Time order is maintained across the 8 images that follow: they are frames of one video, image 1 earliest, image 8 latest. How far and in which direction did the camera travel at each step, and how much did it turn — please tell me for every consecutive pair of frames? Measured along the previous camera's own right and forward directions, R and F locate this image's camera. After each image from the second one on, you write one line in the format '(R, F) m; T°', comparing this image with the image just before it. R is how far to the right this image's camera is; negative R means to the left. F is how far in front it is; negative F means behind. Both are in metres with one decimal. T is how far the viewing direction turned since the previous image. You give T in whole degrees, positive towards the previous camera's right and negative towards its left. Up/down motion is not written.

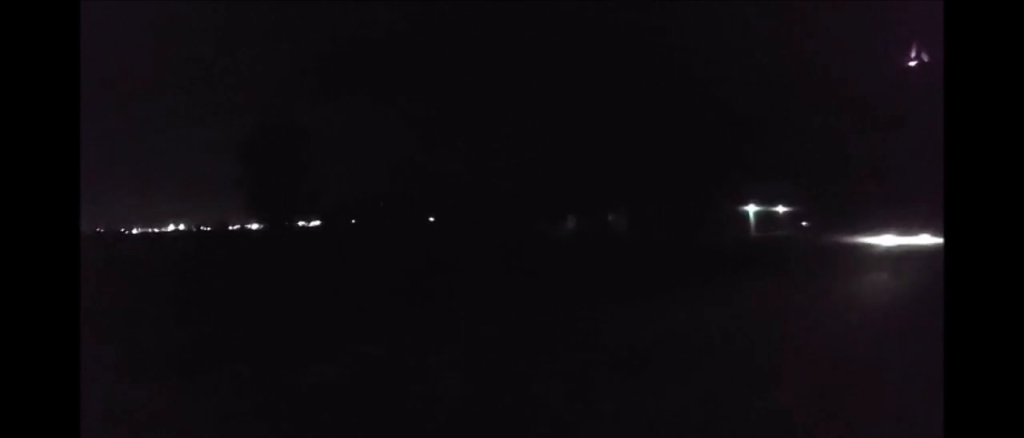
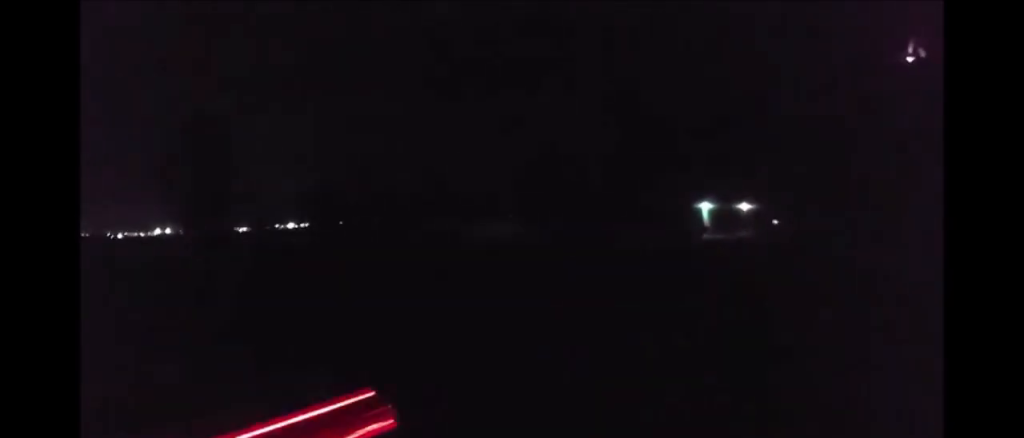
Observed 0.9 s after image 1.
(-0.1, +15.3) m; 0°
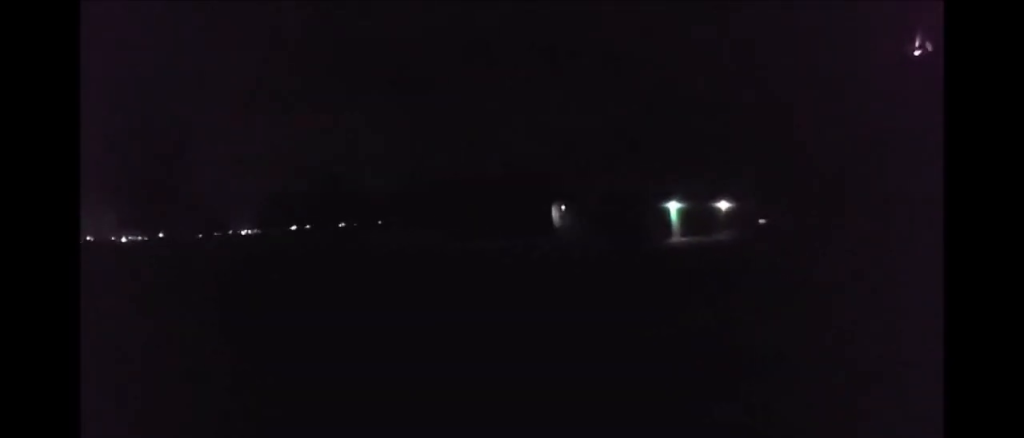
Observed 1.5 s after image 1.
(0.0, +10.7) m; +1°
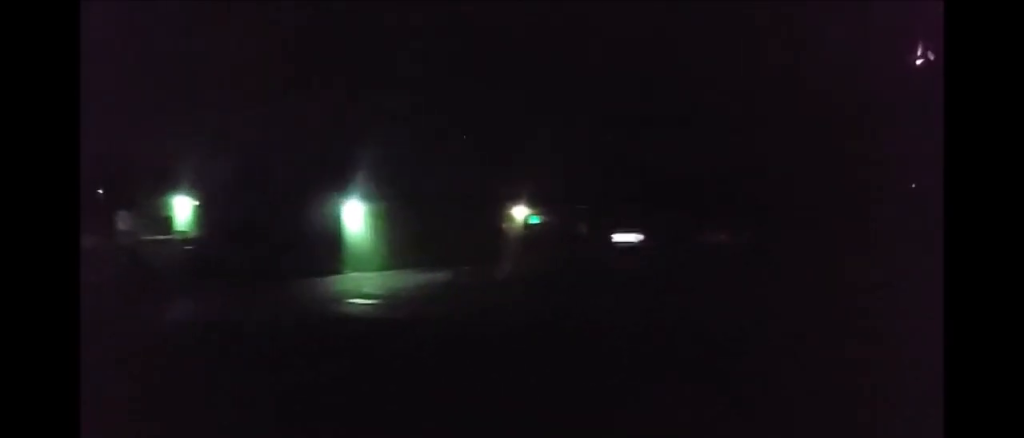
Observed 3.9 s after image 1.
(+0.4, +39.7) m; 0°
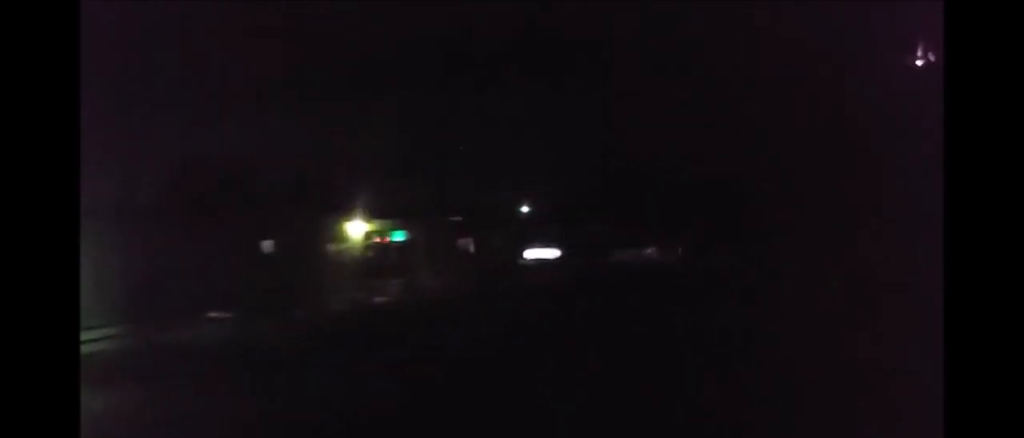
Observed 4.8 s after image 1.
(+0.3, +14.7) m; 0°
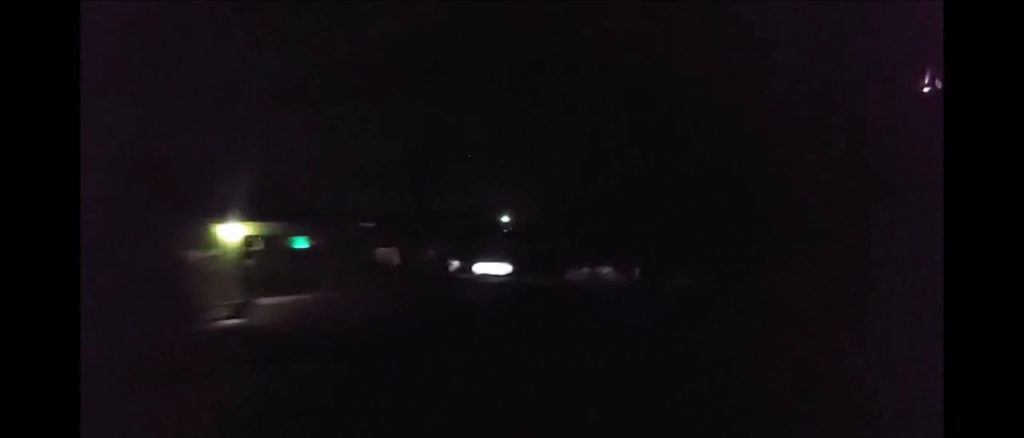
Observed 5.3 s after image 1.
(0.0, +7.1) m; 0°
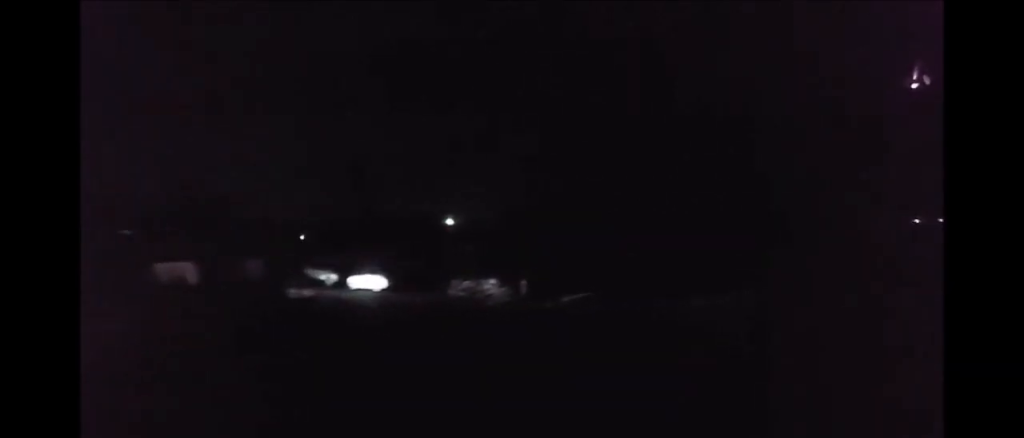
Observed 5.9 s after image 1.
(-0.3, +10.8) m; 0°
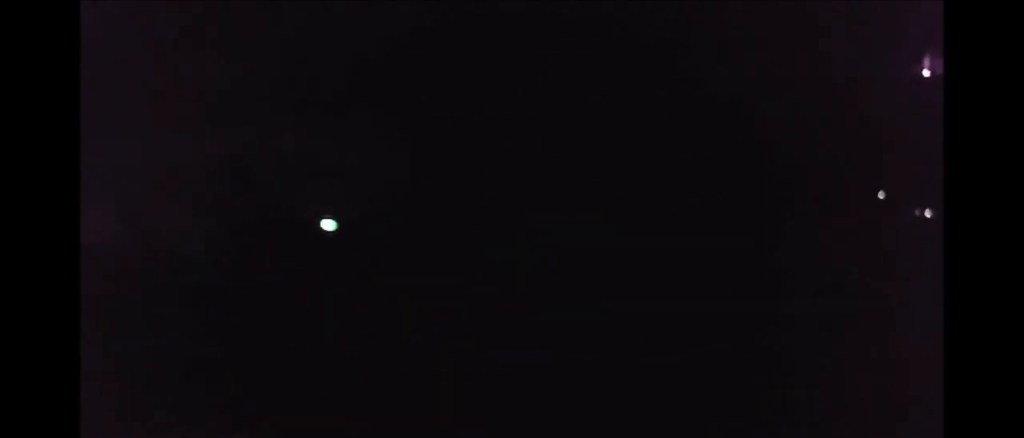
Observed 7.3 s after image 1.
(+0.2, +21.0) m; -1°
